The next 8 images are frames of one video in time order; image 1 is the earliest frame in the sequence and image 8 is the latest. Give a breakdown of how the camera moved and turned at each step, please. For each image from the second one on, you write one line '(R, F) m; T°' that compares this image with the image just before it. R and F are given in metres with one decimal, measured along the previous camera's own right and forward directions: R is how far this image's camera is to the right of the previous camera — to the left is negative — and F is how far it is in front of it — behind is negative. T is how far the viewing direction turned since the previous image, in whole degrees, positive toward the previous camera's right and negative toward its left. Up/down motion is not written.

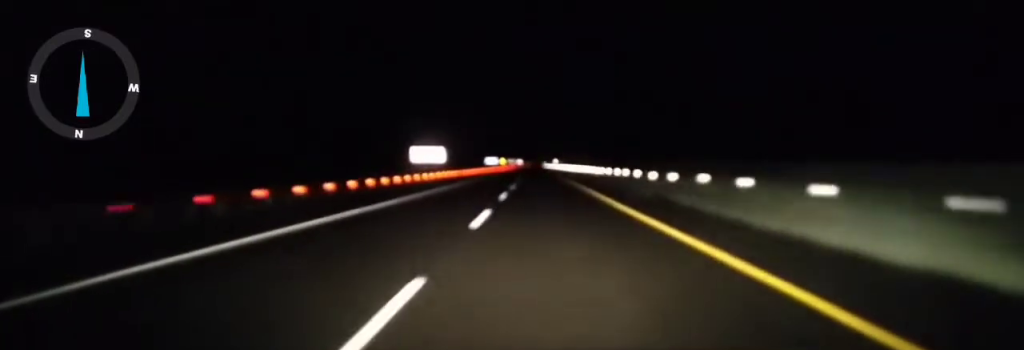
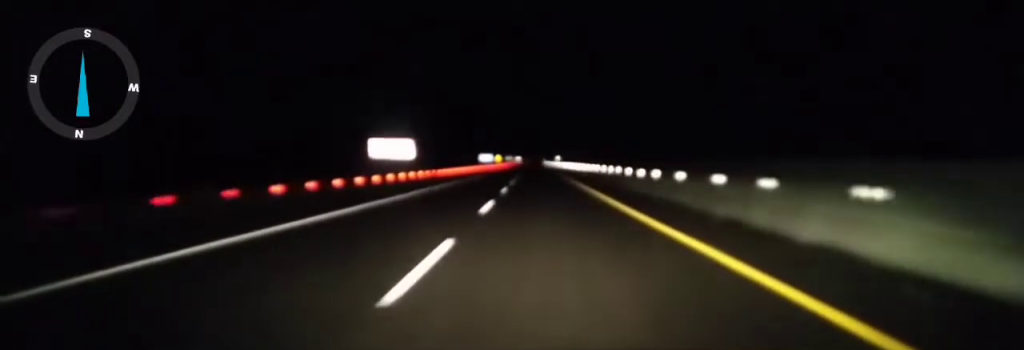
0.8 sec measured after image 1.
(0.0, +22.8) m; 0°
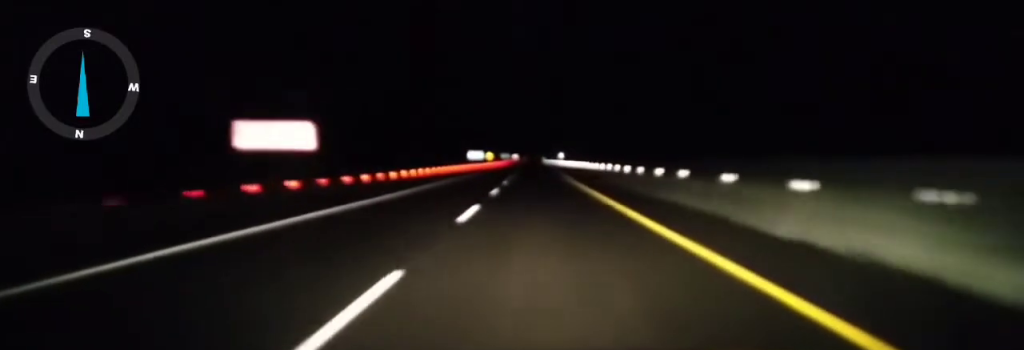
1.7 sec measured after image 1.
(+0.1, +28.9) m; 0°
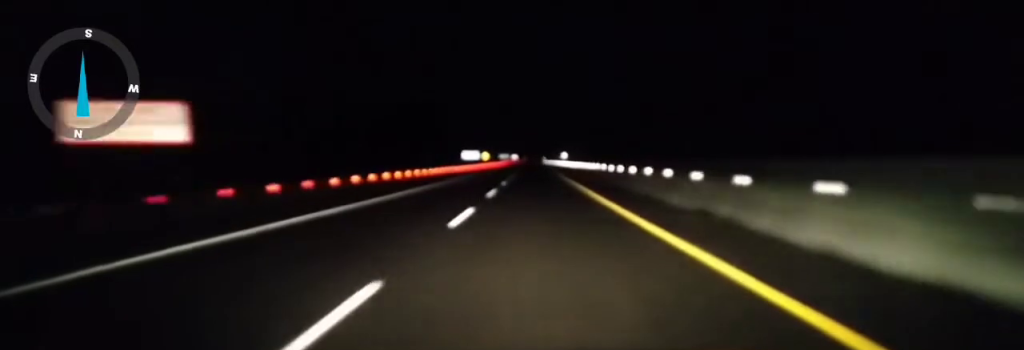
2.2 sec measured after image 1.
(0.0, +13.9) m; 0°
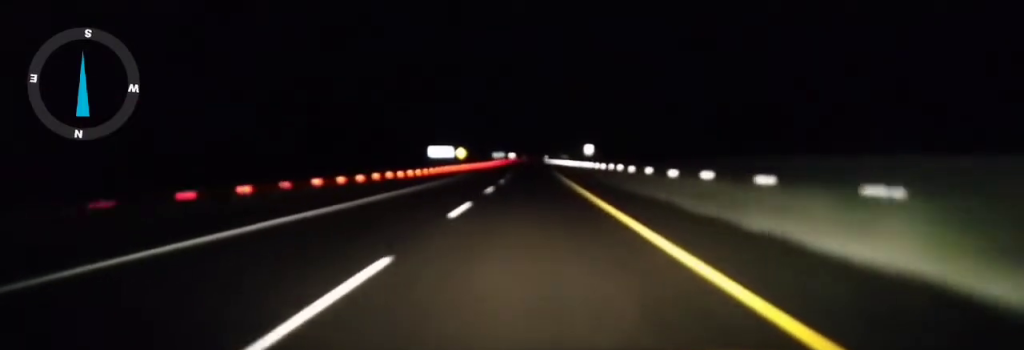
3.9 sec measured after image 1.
(+0.4, +51.1) m; +1°
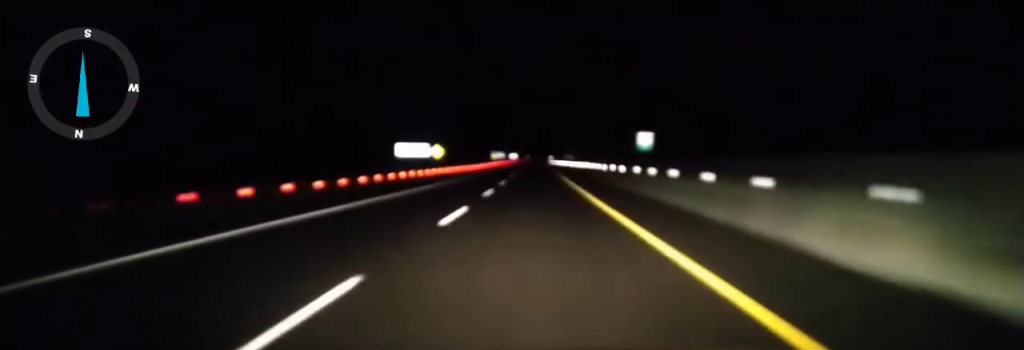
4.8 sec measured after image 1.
(0.0, +27.1) m; -1°
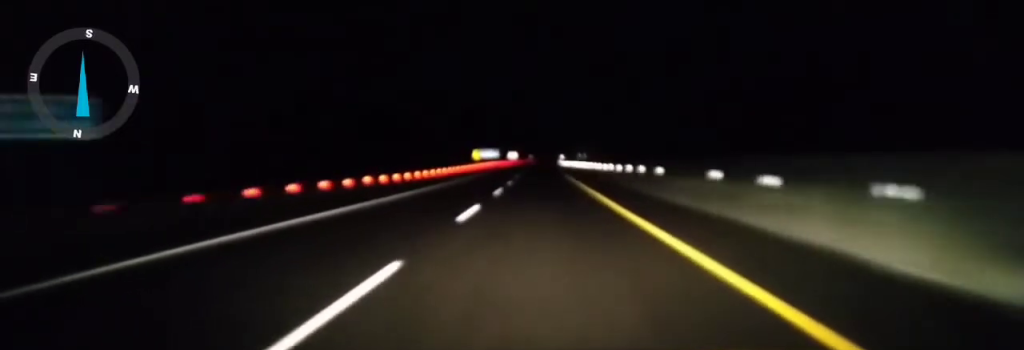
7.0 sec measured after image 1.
(-1.3, +65.2) m; -1°
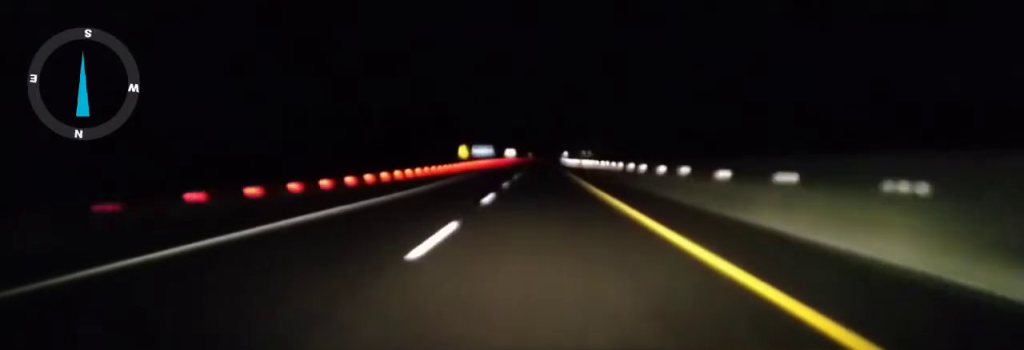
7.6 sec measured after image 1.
(0.0, +20.1) m; +1°
